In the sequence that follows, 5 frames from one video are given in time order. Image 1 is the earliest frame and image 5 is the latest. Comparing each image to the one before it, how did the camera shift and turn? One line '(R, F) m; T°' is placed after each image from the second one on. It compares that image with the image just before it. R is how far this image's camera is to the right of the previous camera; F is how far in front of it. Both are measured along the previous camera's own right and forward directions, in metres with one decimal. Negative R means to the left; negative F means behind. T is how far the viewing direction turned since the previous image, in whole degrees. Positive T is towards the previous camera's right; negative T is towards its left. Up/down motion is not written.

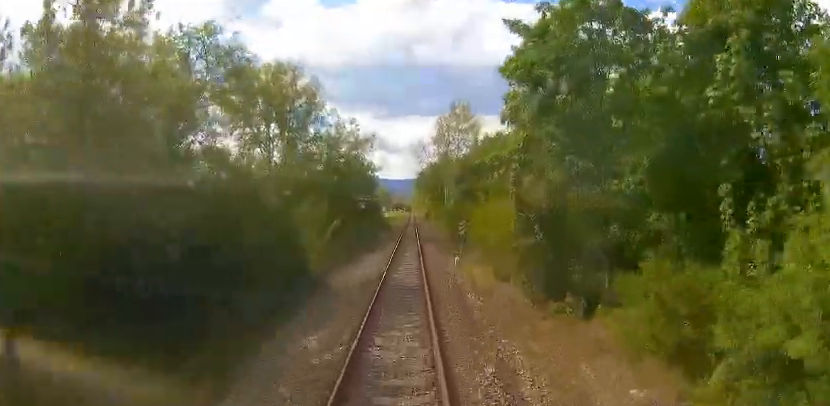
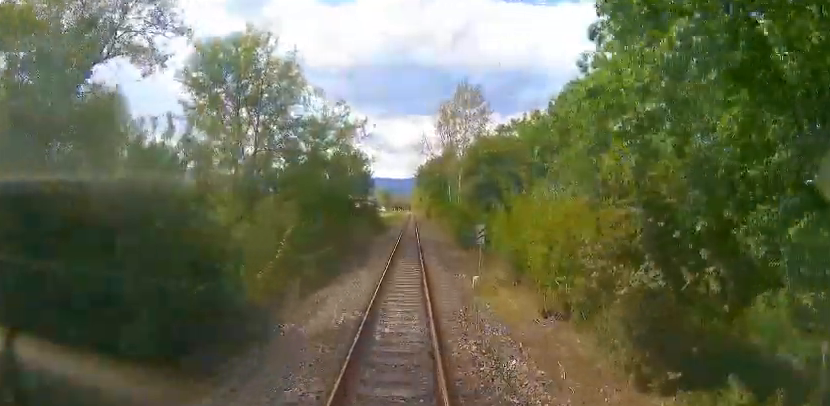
(+0.1, +7.3) m; 0°
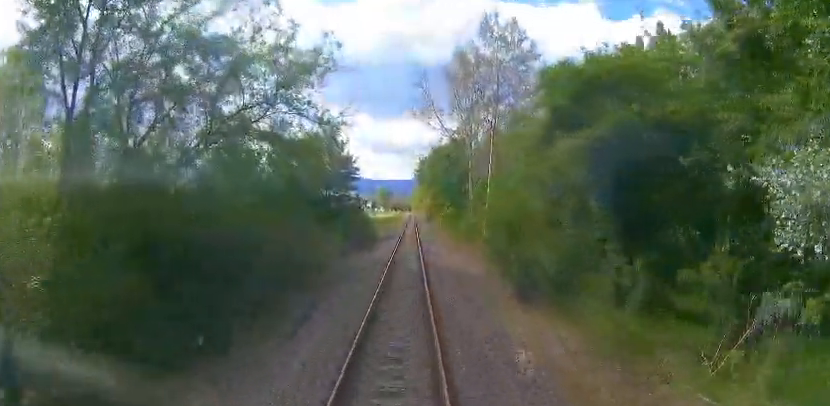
(-0.2, +17.5) m; -1°
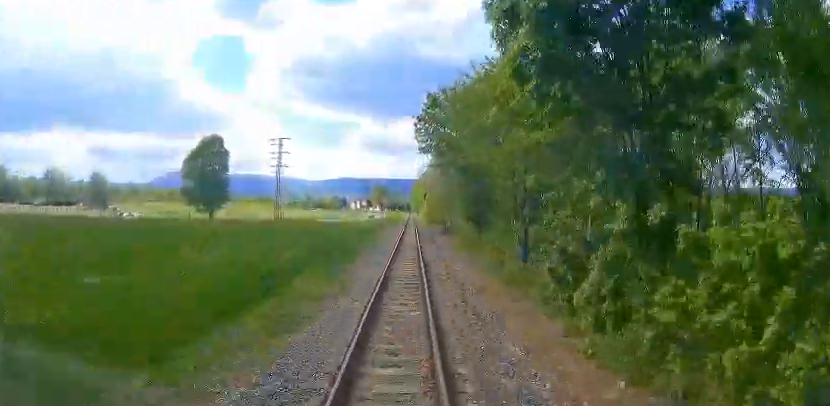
(-0.2, +41.9) m; -1°
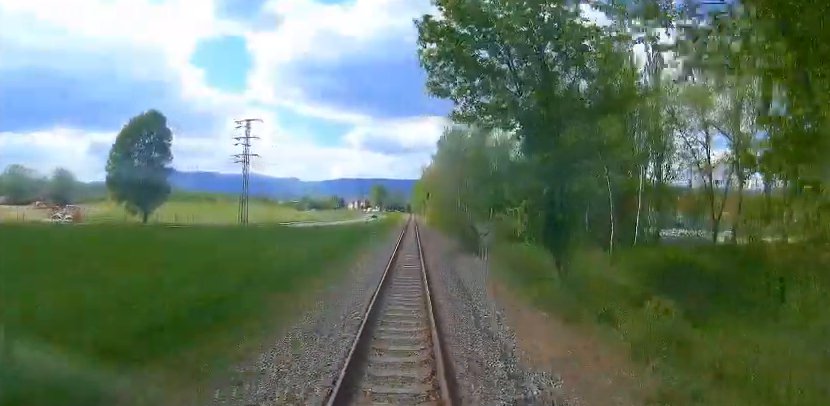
(+0.1, +16.9) m; +2°
